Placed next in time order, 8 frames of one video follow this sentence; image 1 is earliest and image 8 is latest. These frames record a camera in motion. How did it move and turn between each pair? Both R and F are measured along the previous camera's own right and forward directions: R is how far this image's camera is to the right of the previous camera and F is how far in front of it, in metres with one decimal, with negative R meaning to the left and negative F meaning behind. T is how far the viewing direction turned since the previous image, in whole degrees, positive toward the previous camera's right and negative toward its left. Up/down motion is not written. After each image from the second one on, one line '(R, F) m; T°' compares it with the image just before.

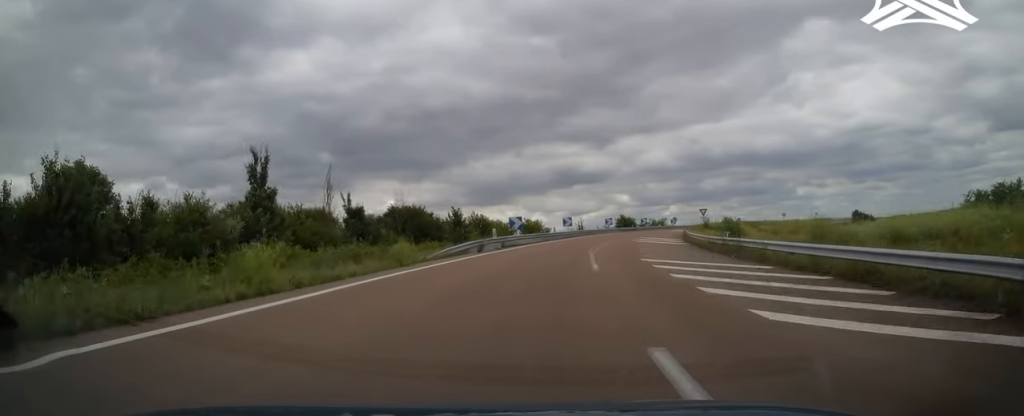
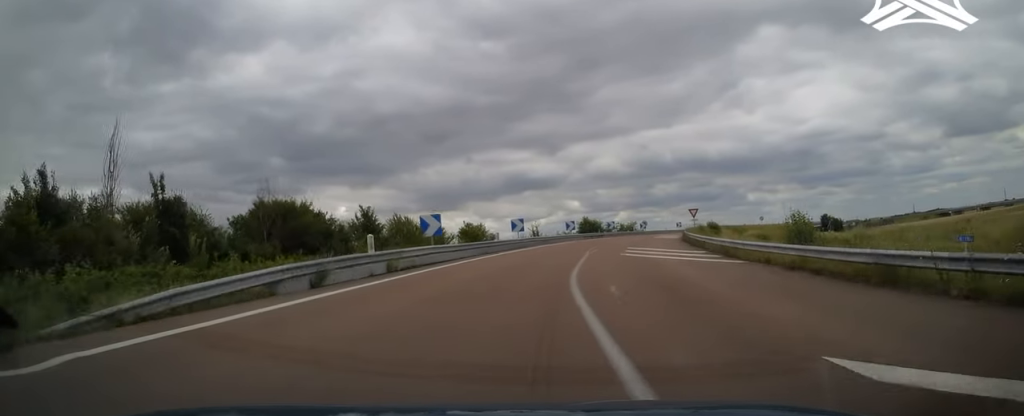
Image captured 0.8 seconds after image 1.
(+0.6, +19.1) m; +5°
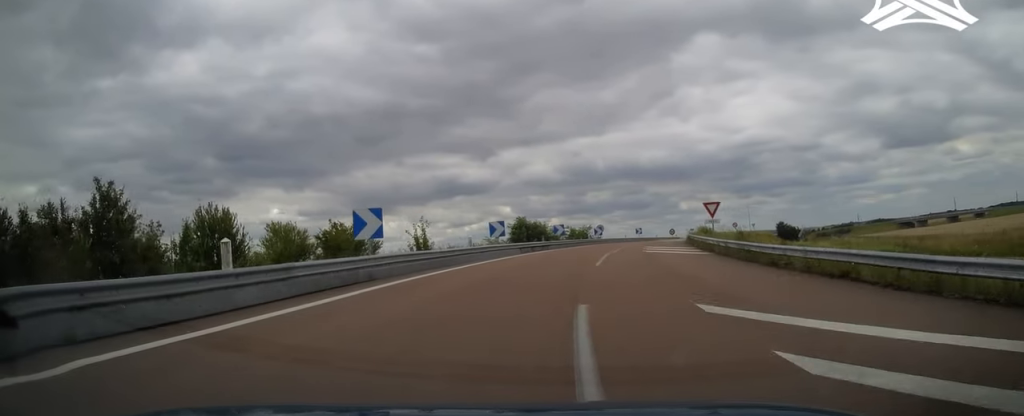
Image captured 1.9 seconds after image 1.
(+1.8, +27.9) m; +7°
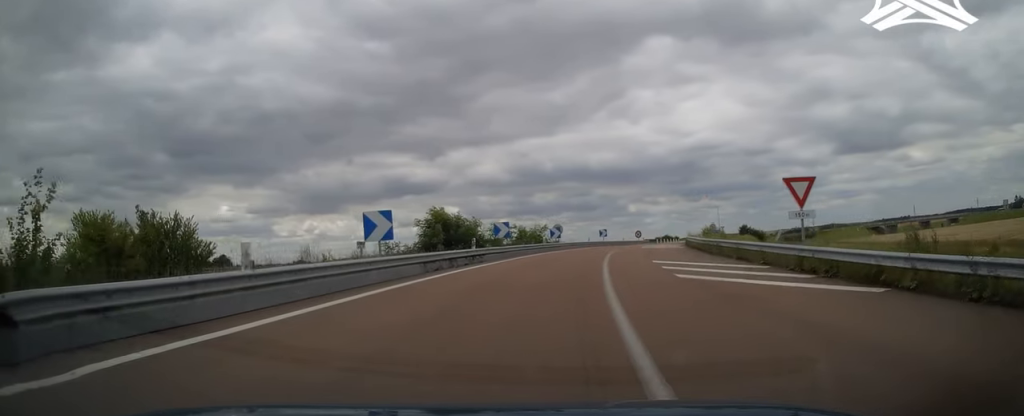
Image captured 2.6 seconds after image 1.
(+0.7, +19.2) m; +4°
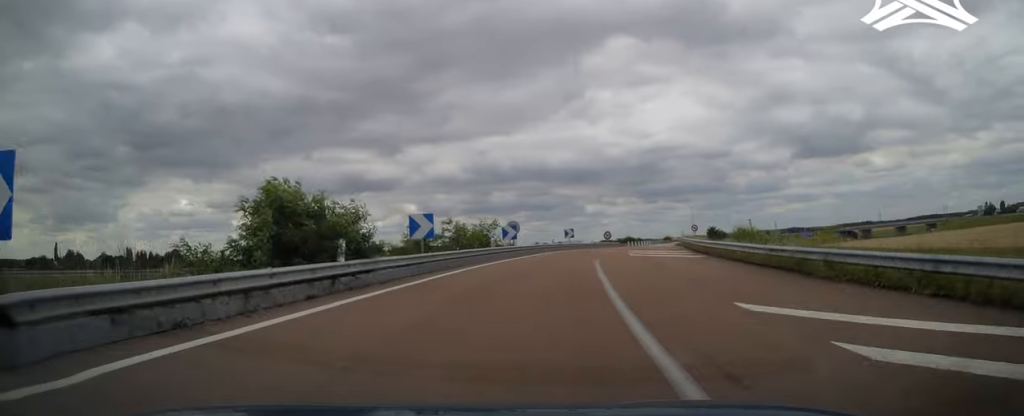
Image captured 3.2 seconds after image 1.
(+0.6, +15.0) m; +4°
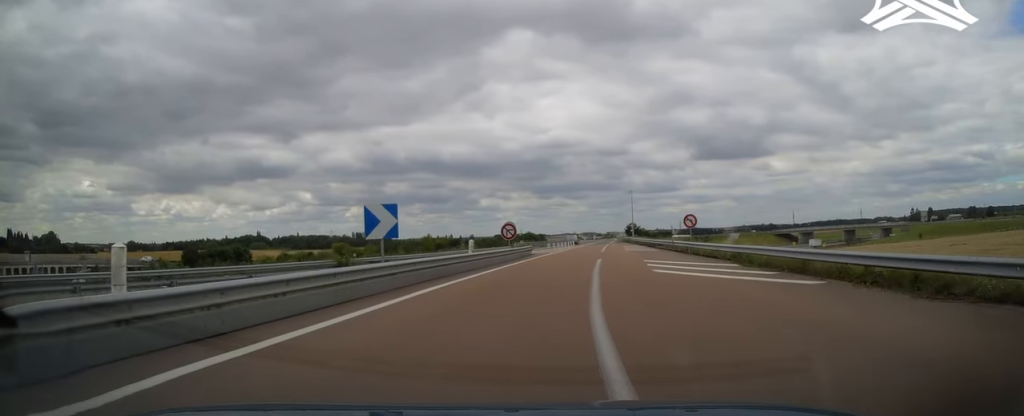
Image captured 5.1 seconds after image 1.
(+5.2, +47.4) m; +11°
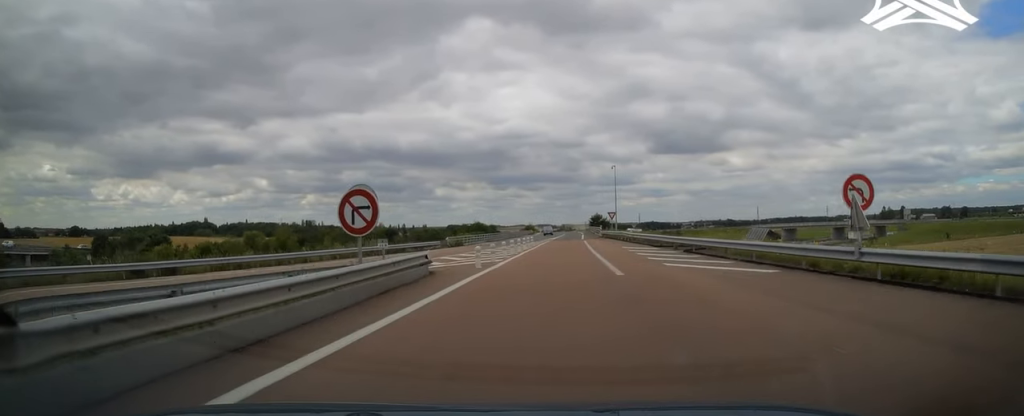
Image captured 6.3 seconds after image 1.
(+1.3, +29.0) m; +4°
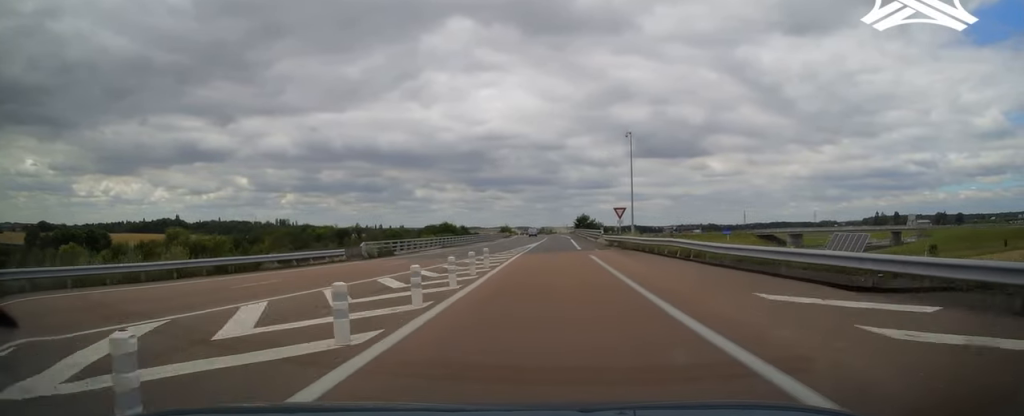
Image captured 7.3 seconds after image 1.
(+0.7, +25.3) m; +2°
